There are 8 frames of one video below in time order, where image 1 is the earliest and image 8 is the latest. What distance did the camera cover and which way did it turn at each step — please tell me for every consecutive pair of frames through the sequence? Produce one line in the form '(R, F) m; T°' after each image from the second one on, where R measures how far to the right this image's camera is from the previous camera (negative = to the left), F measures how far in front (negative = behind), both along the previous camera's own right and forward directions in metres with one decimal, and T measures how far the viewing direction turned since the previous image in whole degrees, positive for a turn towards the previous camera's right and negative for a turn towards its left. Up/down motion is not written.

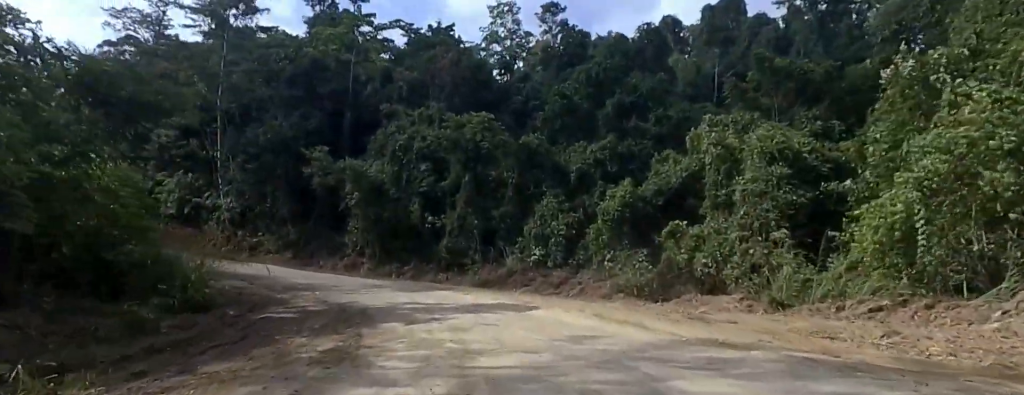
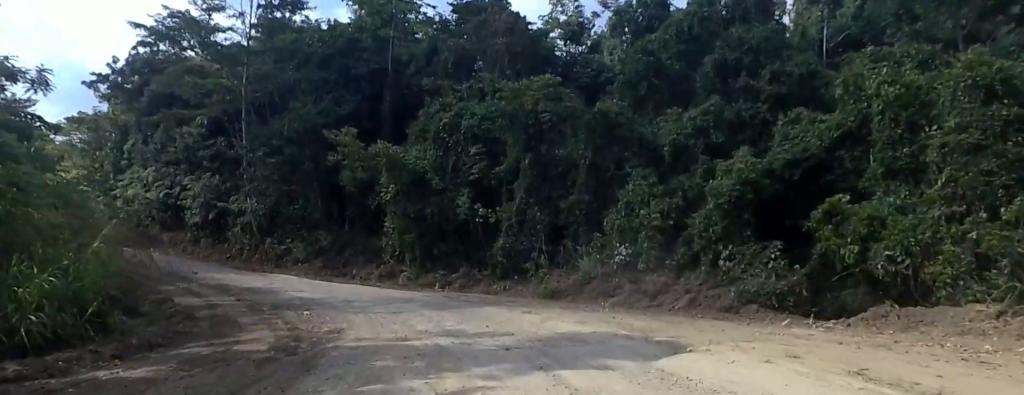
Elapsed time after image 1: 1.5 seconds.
(-0.7, +13.1) m; -4°
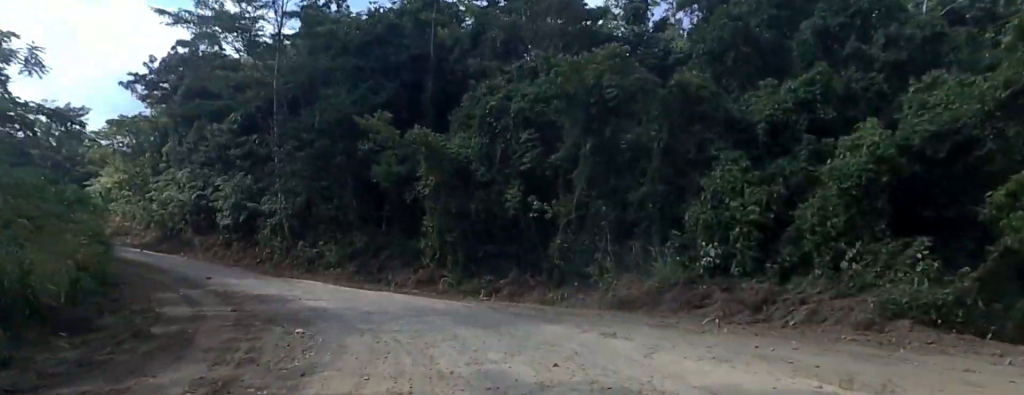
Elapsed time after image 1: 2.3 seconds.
(+0.1, +7.5) m; -4°
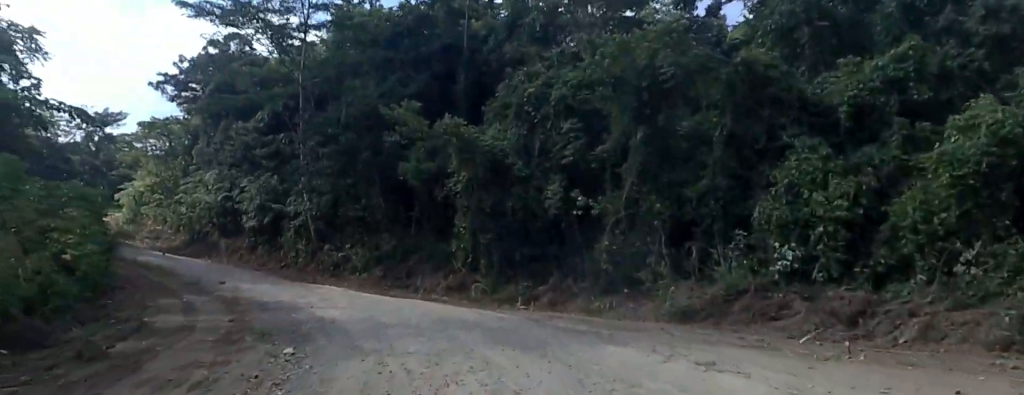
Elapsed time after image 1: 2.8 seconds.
(-0.4, +4.3) m; -3°
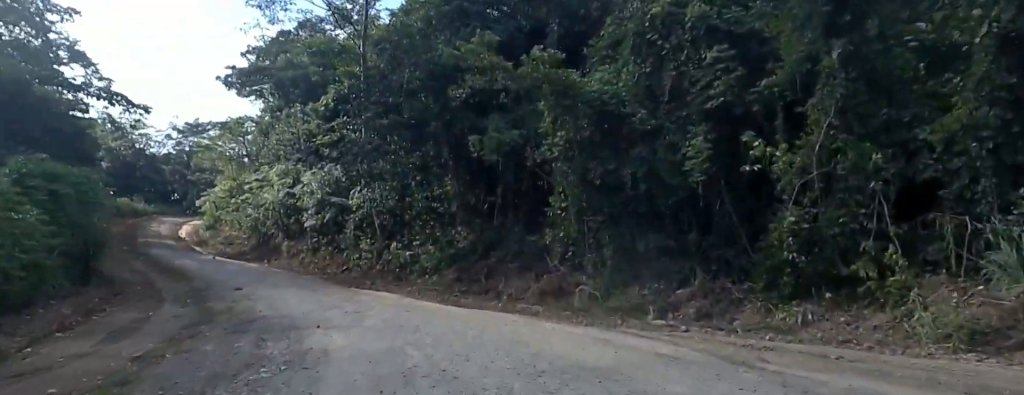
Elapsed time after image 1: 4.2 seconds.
(-0.6, +11.4) m; -11°
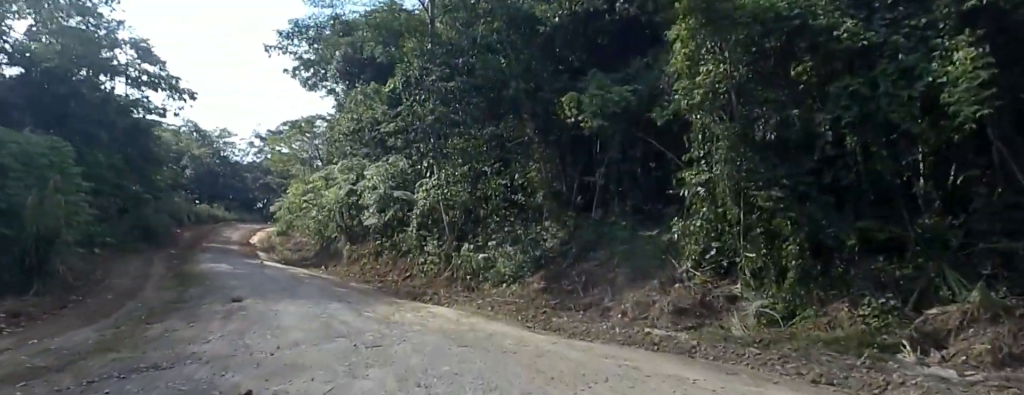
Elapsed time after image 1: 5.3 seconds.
(-1.3, +8.4) m; -11°
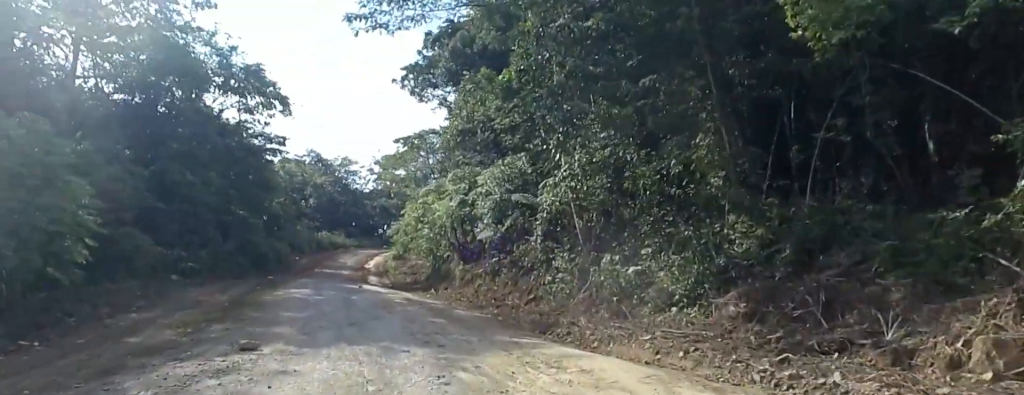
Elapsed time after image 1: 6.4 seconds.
(-0.1, +8.2) m; 0°
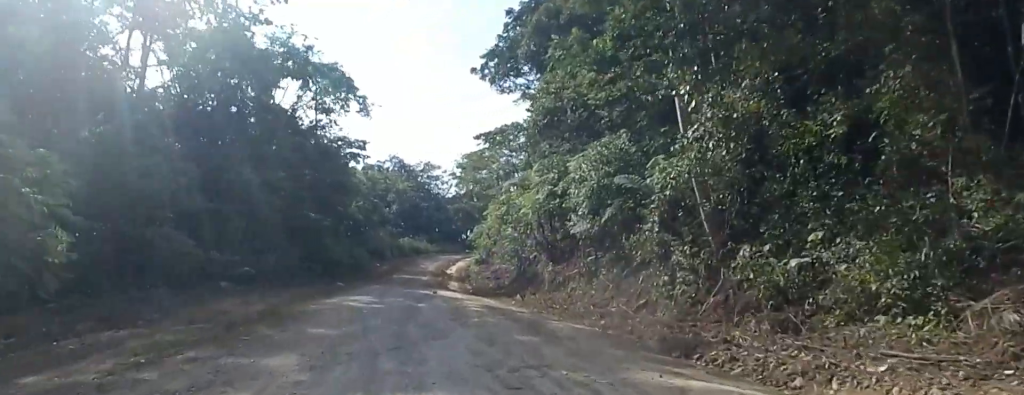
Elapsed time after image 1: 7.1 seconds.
(0.0, +5.5) m; 0°
